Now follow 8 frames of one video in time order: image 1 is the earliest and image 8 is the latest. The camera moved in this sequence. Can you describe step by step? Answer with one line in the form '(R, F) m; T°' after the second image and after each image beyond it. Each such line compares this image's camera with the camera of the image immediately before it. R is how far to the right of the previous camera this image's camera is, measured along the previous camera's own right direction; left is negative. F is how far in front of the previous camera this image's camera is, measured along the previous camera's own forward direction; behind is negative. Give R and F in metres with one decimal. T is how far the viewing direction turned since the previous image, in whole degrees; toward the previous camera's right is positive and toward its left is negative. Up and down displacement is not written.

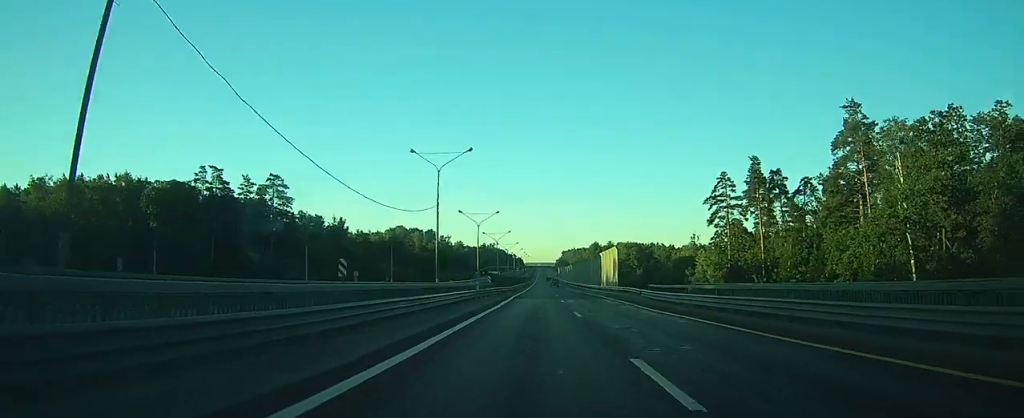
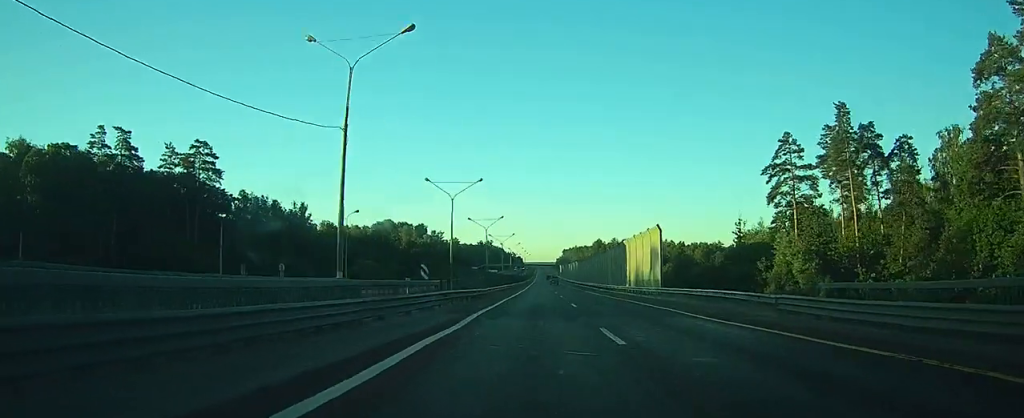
(-0.1, +27.1) m; 0°
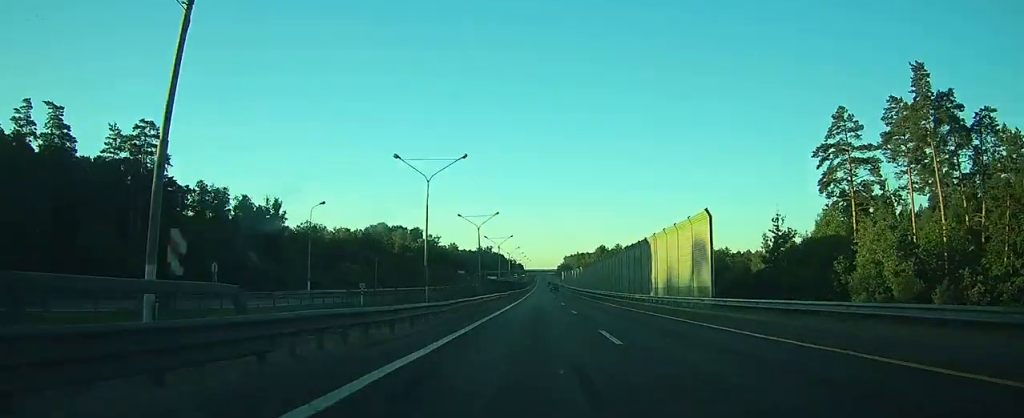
(+0.1, +14.5) m; 0°
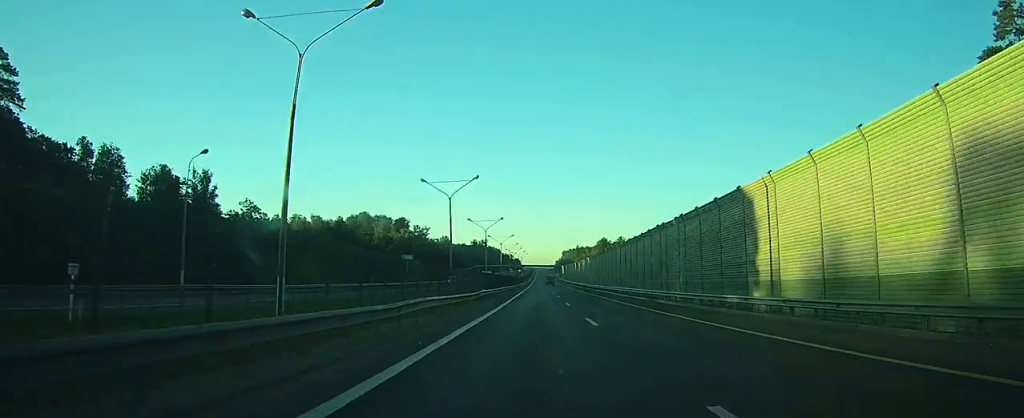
(+0.1, +27.0) m; 0°
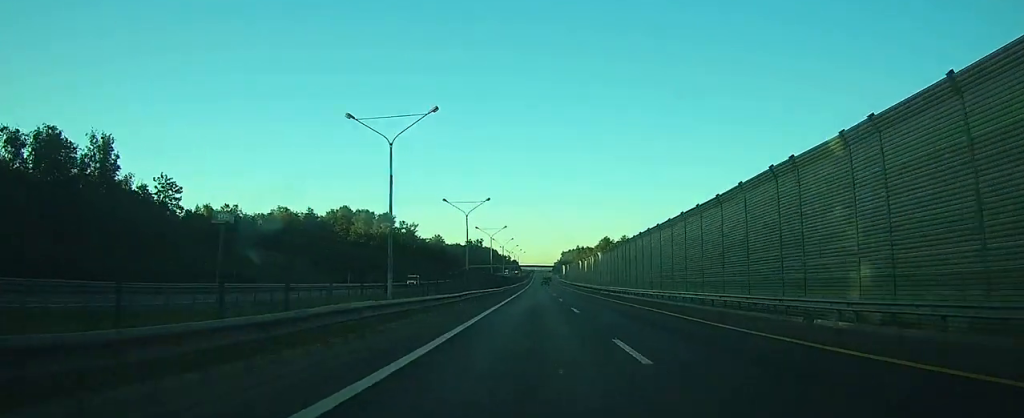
(0.0, +24.9) m; 0°
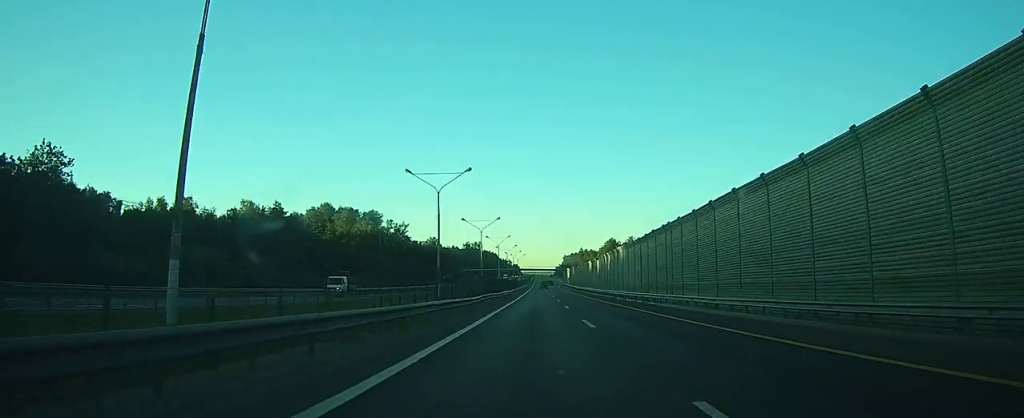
(0.0, +22.9) m; 0°
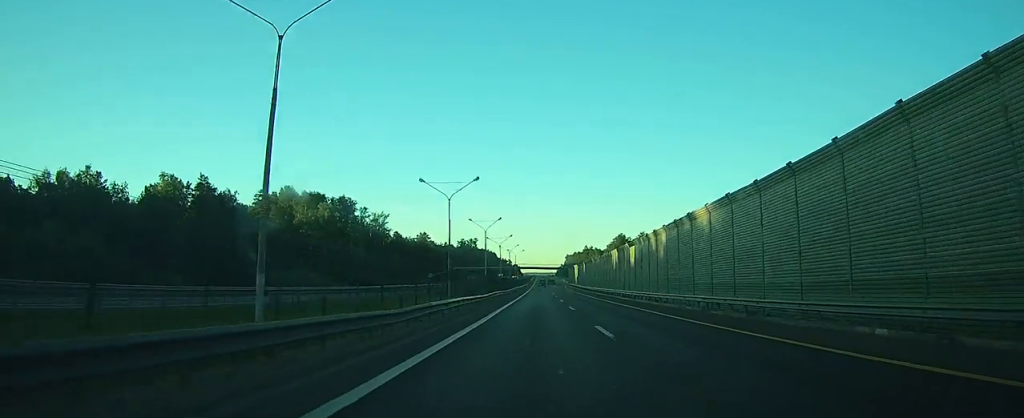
(+0.1, +35.5) m; 0°
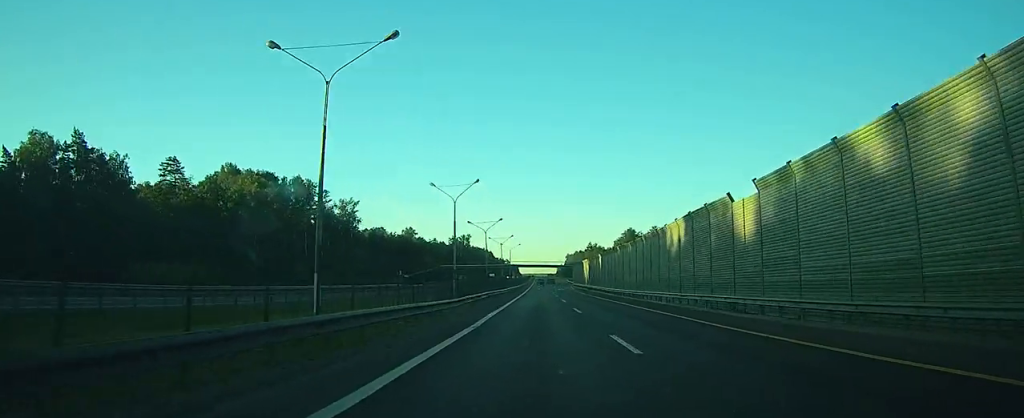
(-0.1, +35.7) m; 0°
